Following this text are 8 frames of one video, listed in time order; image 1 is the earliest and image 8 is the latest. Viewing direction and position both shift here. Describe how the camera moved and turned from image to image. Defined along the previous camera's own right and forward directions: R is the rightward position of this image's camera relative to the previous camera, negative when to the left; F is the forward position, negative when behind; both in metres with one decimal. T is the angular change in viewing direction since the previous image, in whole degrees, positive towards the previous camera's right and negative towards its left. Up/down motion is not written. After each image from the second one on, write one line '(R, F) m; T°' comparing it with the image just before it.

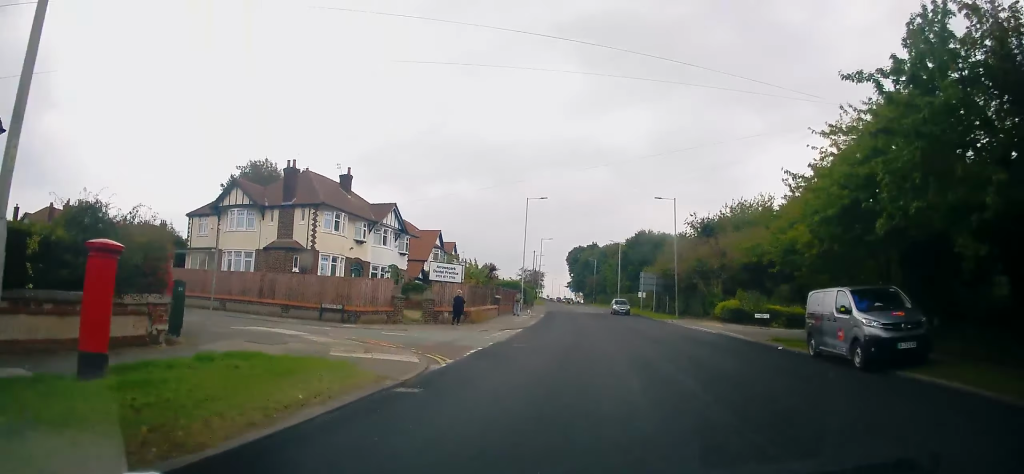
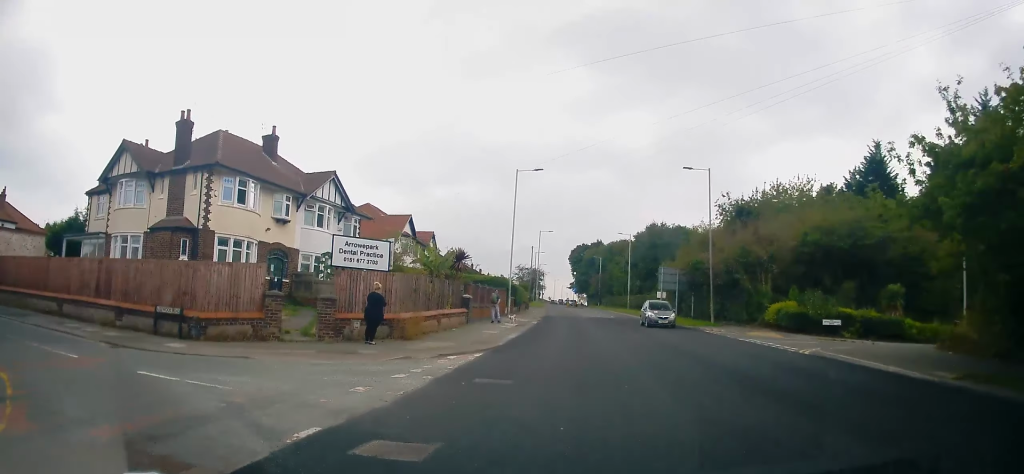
(0.0, +12.6) m; +1°
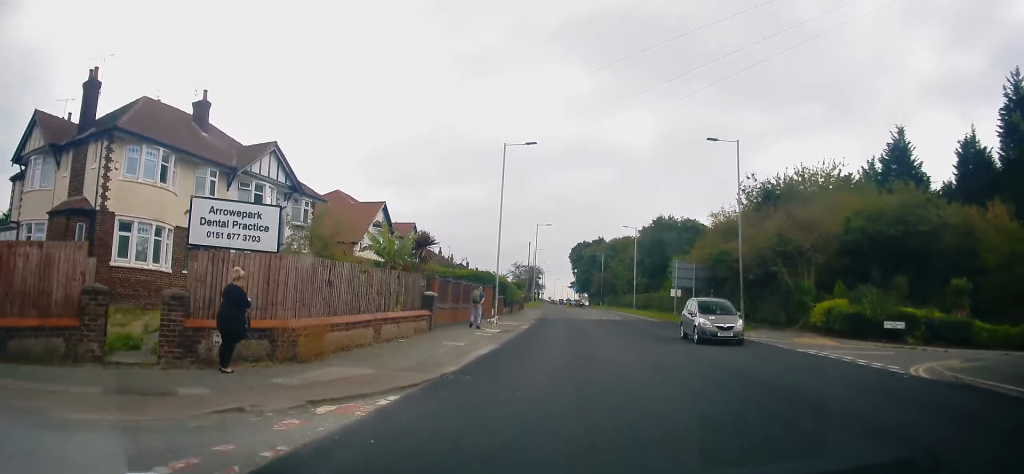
(+0.2, +7.1) m; +1°
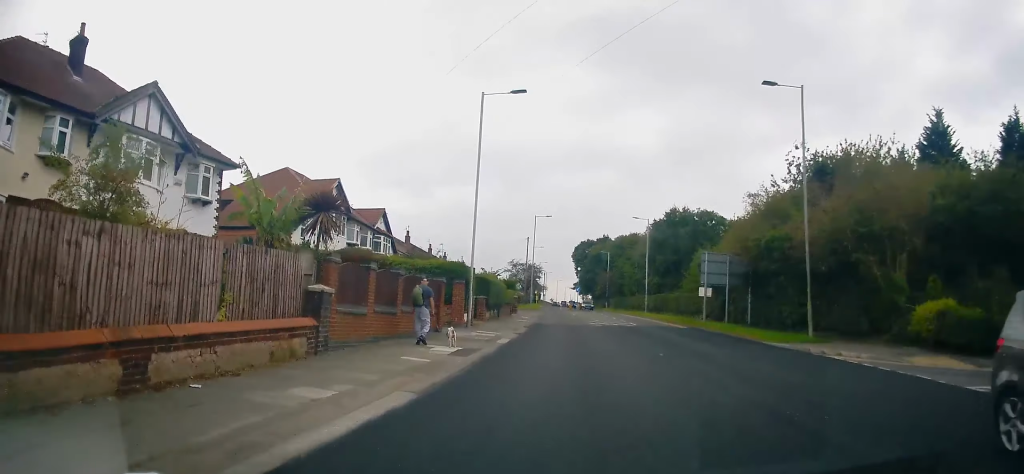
(-0.1, +9.3) m; -1°
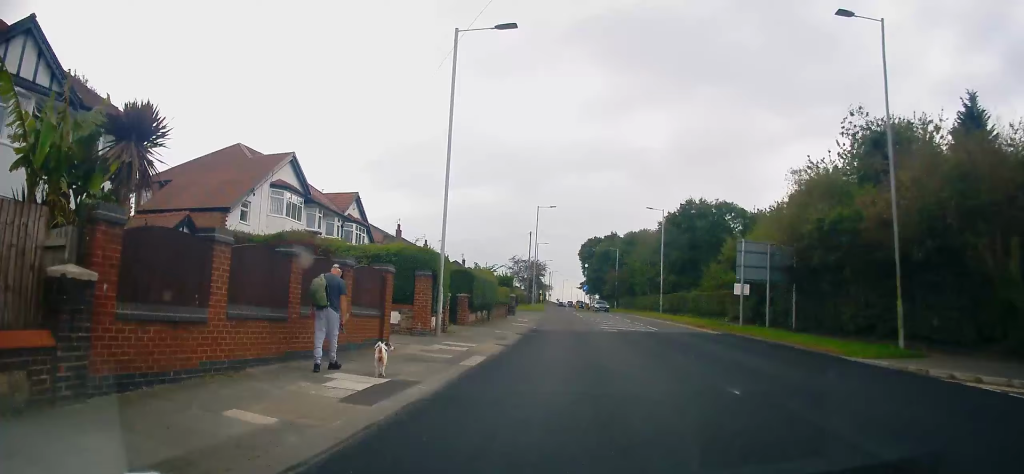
(0.0, +6.7) m; -1°
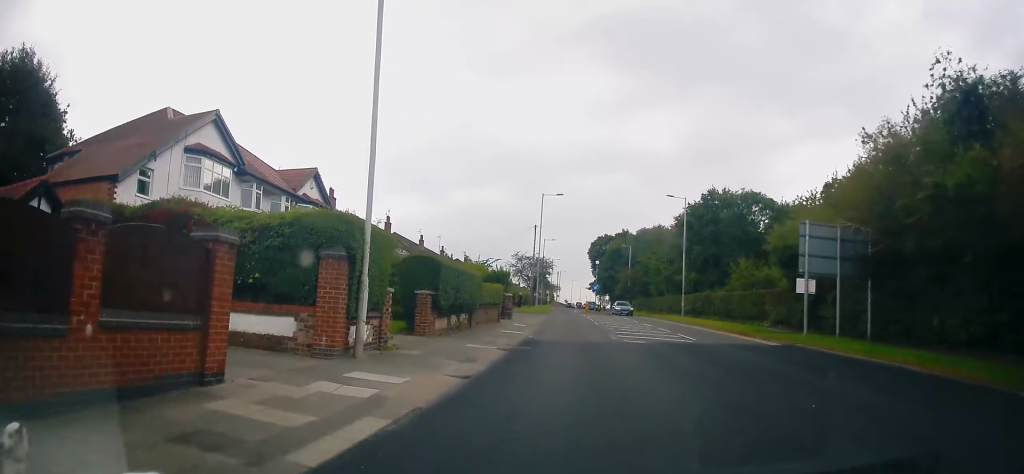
(0.0, +7.4) m; -2°
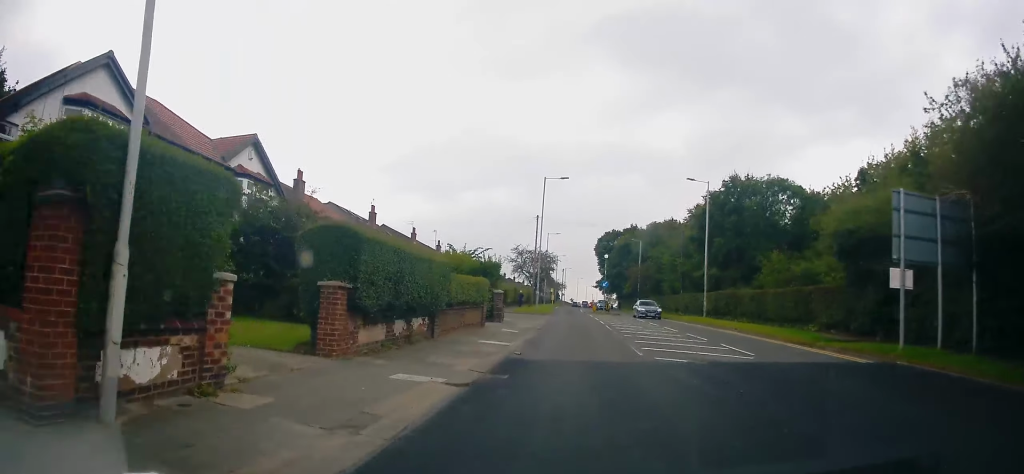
(-0.3, +6.6) m; -2°
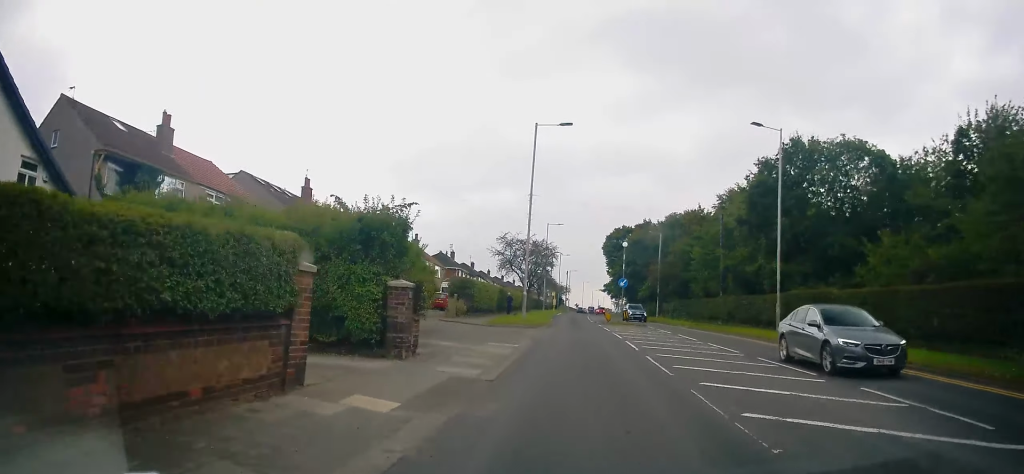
(-0.1, +15.5) m; +2°
